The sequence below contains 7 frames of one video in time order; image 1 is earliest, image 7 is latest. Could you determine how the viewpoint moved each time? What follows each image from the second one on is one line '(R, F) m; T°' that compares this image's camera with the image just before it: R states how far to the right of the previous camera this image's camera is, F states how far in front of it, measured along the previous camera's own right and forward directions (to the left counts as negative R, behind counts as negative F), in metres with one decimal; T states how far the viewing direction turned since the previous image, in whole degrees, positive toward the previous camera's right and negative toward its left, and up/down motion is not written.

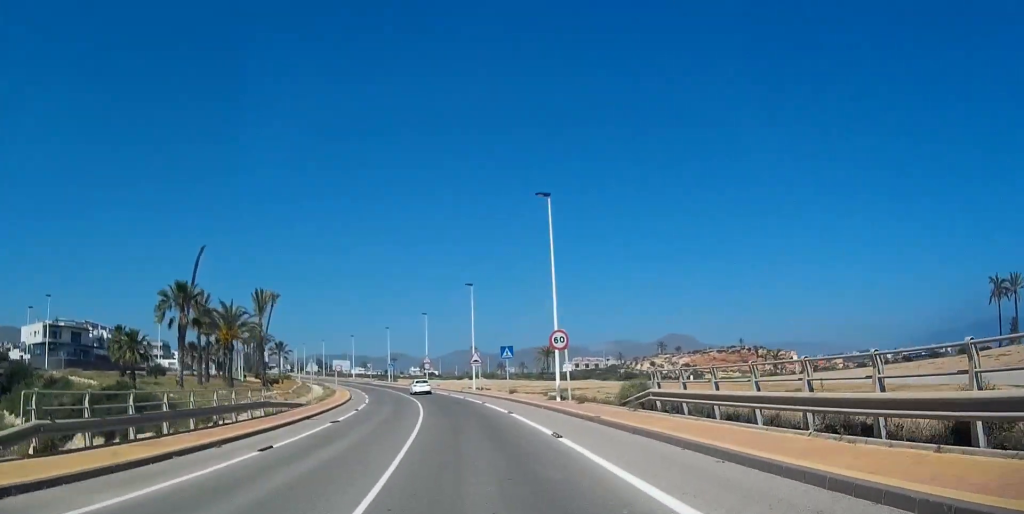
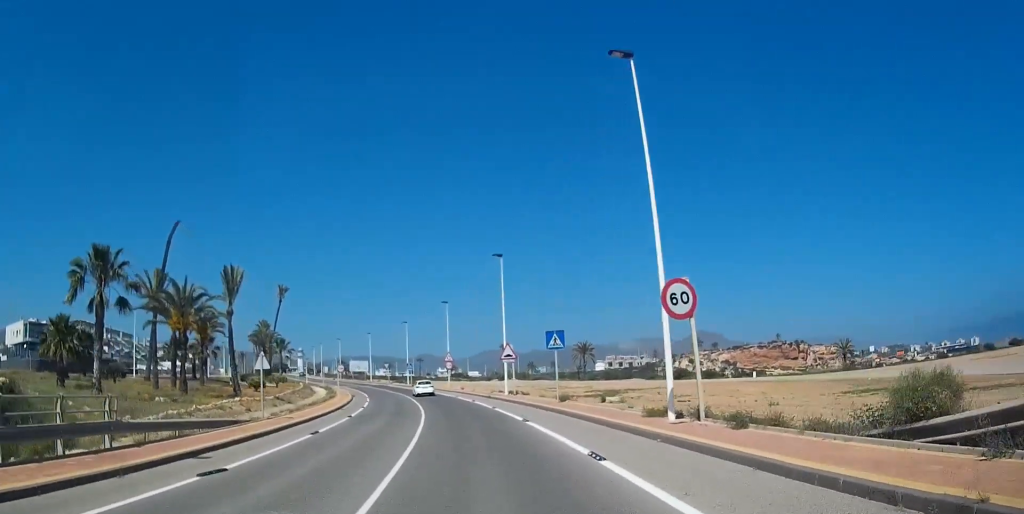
(0.0, +13.5) m; -2°
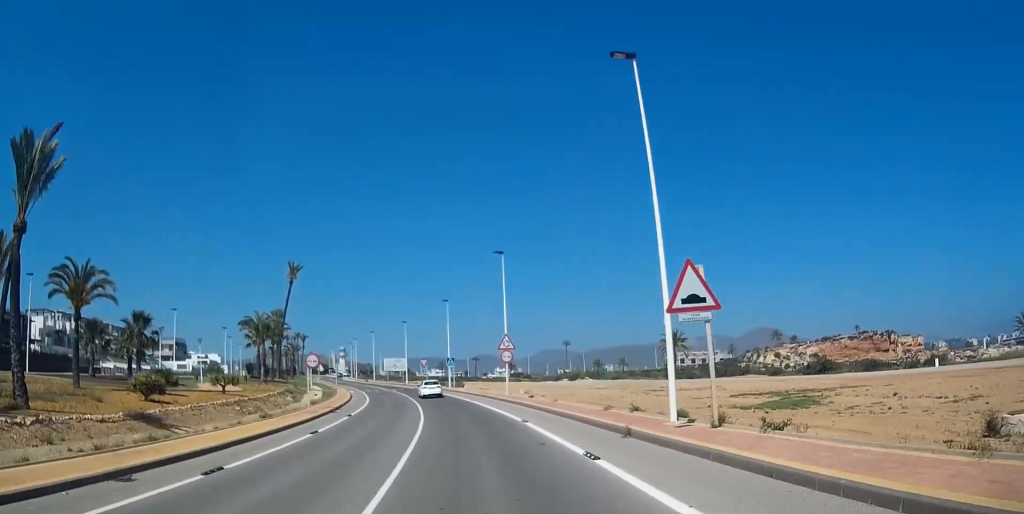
(-1.3, +29.2) m; -5°
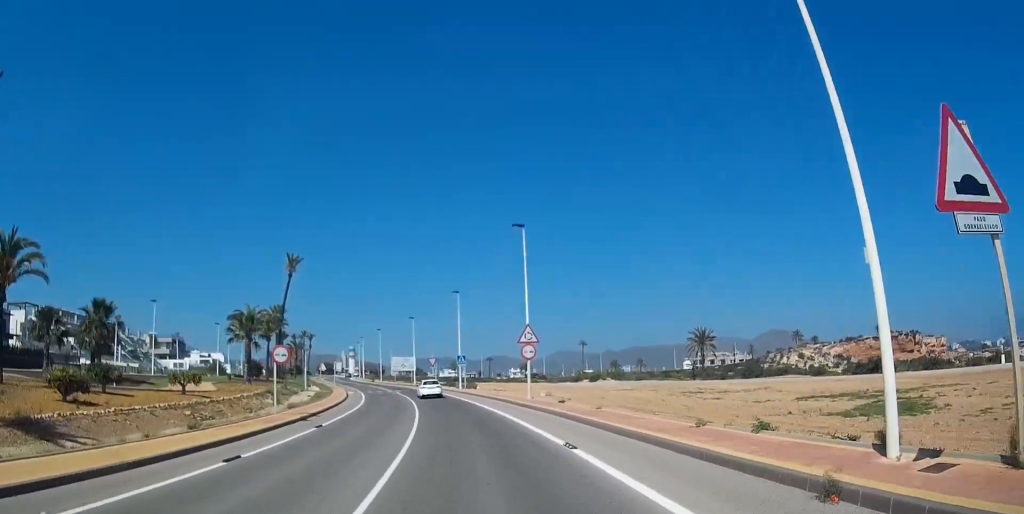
(-0.2, +8.4) m; -2°
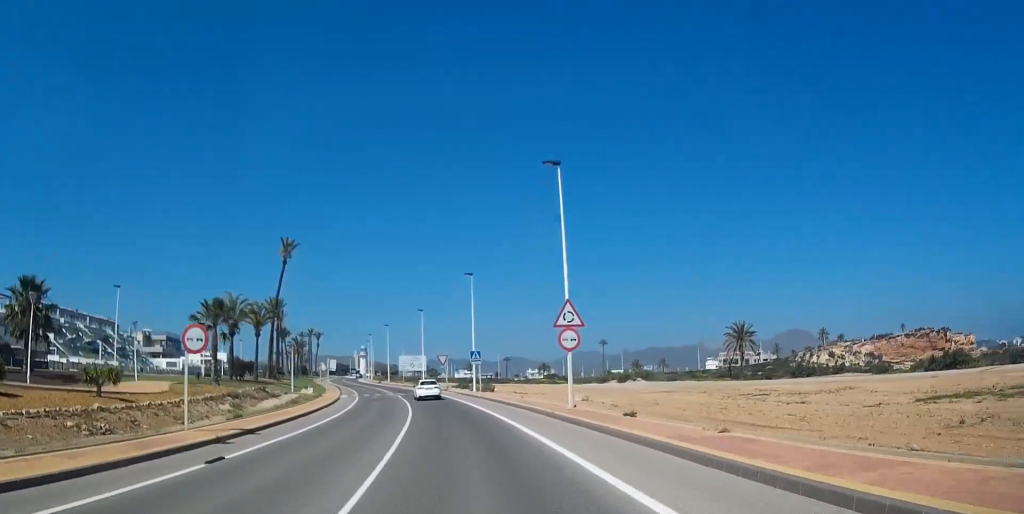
(-0.3, +10.7) m; -2°
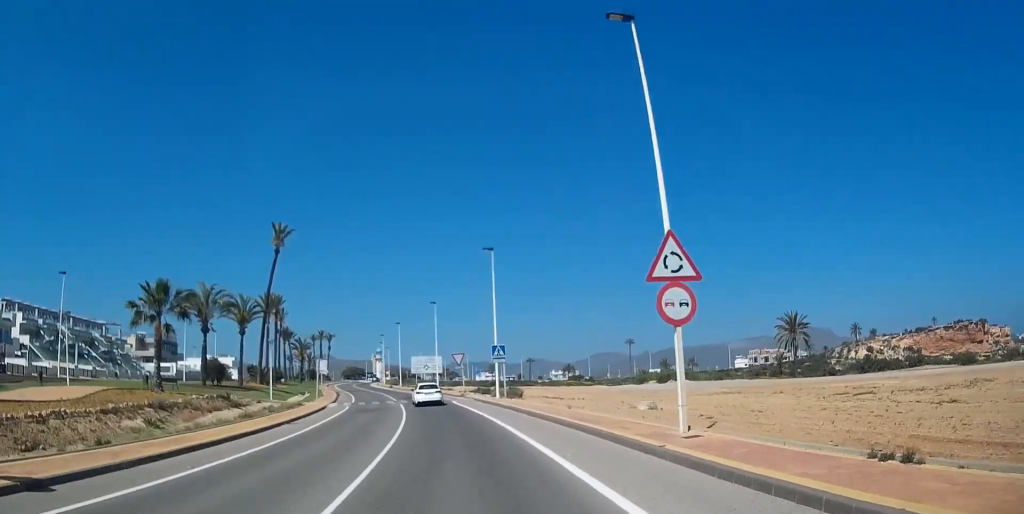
(-0.1, +11.7) m; -1°
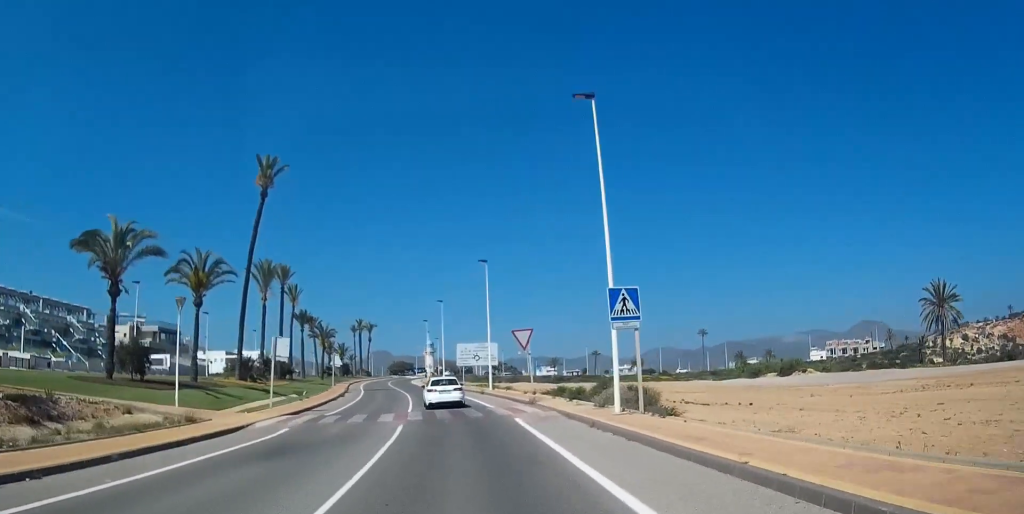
(-0.5, +22.7) m; -4°
